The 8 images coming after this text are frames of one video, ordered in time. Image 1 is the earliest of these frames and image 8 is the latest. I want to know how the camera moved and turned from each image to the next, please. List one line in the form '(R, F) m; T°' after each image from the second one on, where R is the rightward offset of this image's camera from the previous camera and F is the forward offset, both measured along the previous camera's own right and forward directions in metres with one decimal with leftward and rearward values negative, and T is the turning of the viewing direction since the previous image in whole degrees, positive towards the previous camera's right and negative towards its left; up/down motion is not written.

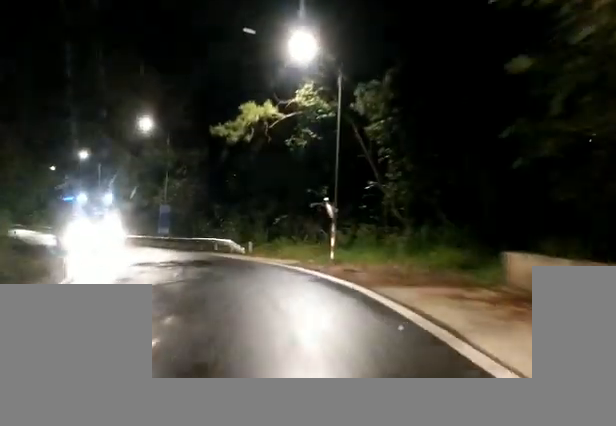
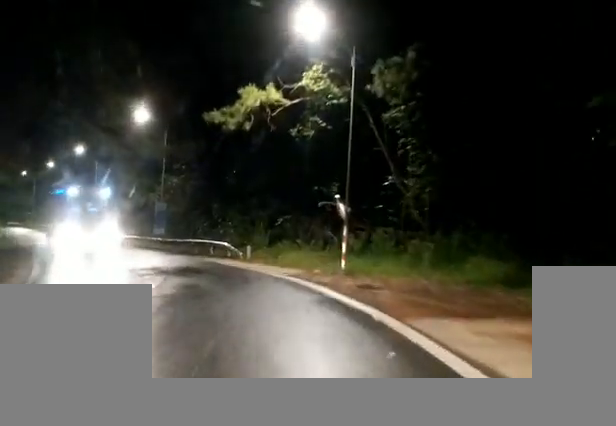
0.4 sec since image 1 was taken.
(0.0, +4.4) m; -2°
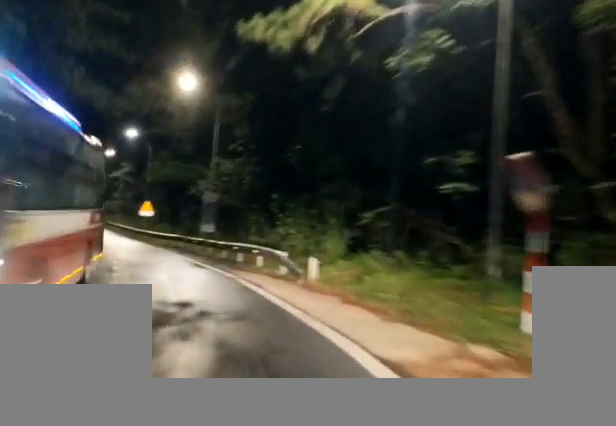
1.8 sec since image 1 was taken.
(-0.9, +14.4) m; -12°
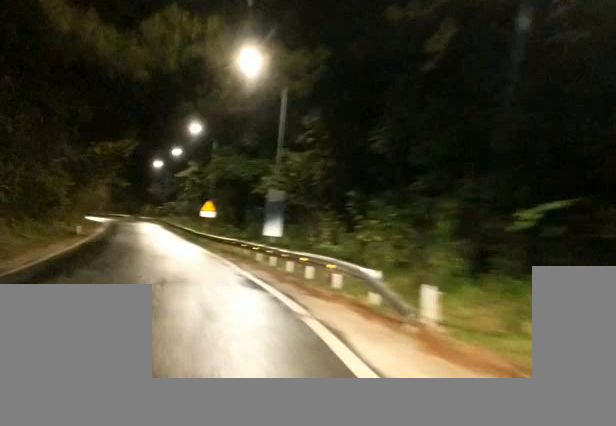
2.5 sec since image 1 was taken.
(-0.6, +7.6) m; -7°
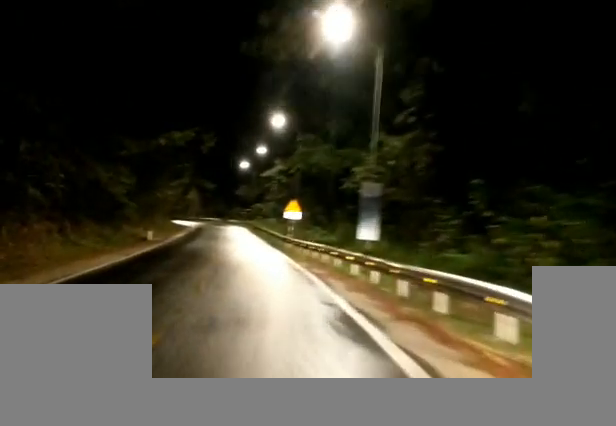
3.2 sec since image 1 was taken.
(-0.5, +7.3) m; -4°
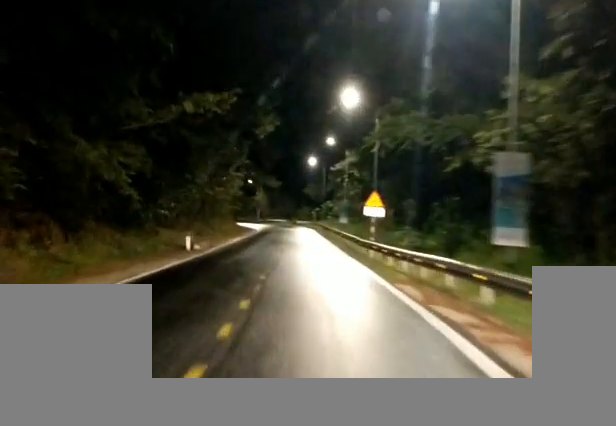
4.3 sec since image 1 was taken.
(0.0, +12.2) m; 0°
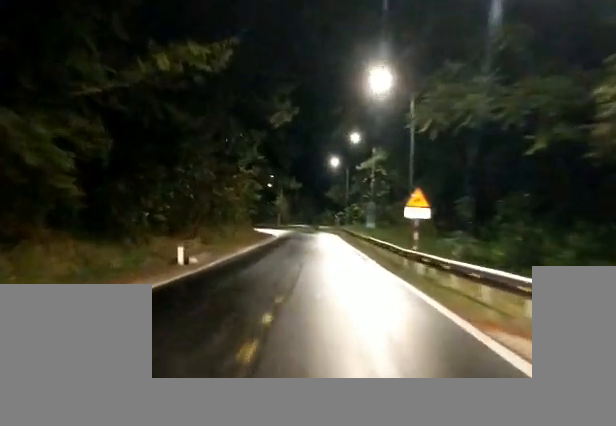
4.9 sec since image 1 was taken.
(0.0, +7.0) m; 0°
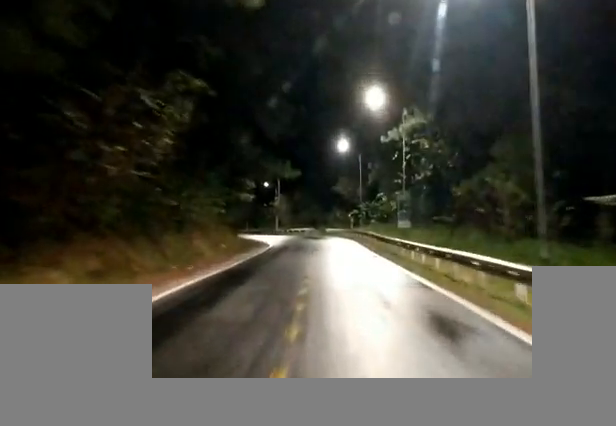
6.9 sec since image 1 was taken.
(0.0, +22.1) m; 0°
